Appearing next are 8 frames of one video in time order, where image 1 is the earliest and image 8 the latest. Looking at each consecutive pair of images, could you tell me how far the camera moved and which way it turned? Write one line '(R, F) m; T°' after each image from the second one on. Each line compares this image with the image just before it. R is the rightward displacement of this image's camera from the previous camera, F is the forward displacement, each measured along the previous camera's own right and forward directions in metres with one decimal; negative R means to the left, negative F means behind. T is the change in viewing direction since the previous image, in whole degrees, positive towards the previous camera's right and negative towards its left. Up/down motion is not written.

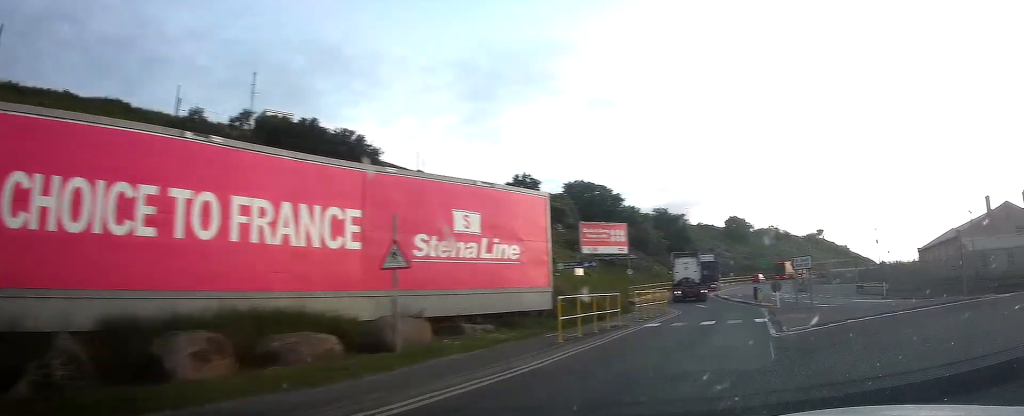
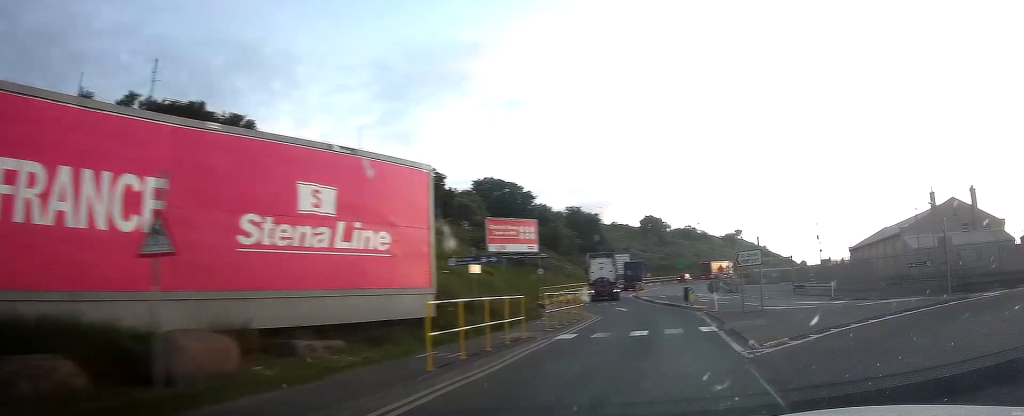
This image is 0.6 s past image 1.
(+0.4, +5.2) m; +6°
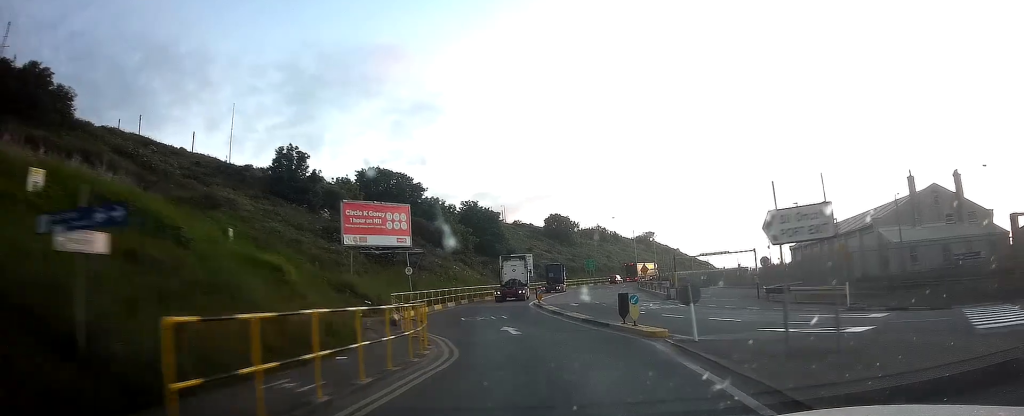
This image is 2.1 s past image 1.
(+1.7, +14.3) m; +12°
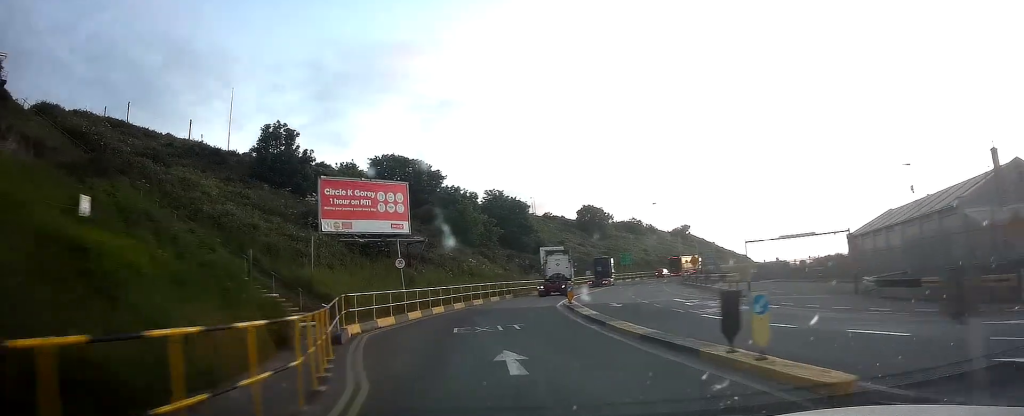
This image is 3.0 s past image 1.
(+0.4, +9.4) m; -2°
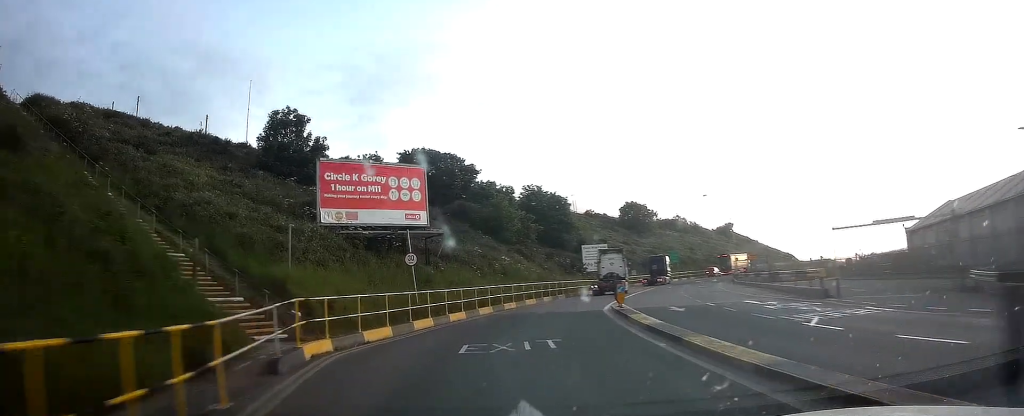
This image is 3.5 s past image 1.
(-0.5, +5.9) m; -2°
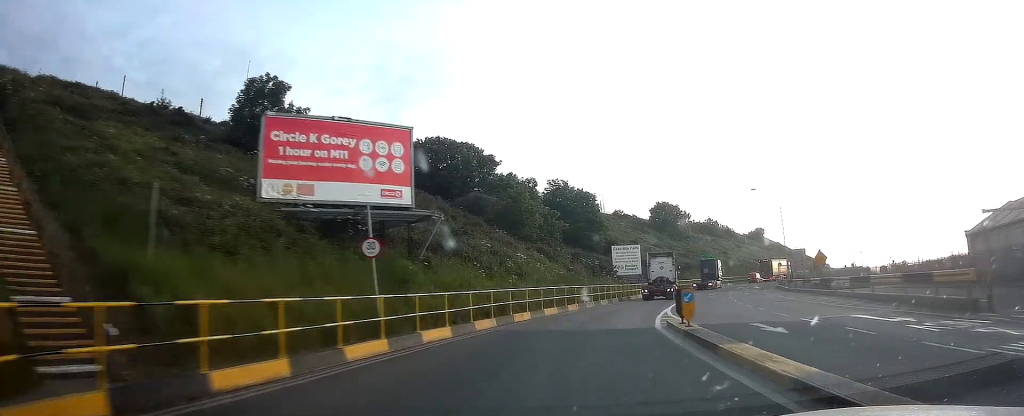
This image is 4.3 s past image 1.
(-0.3, +8.6) m; -1°
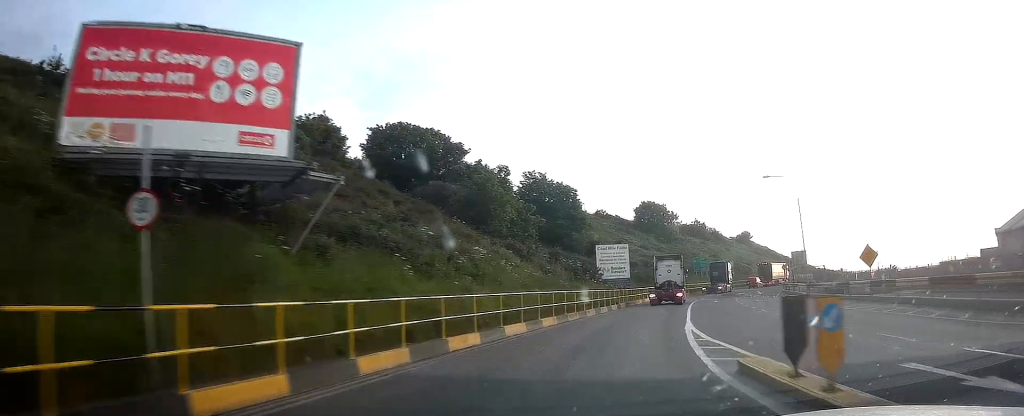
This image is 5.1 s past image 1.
(0.0, +9.6) m; +3°
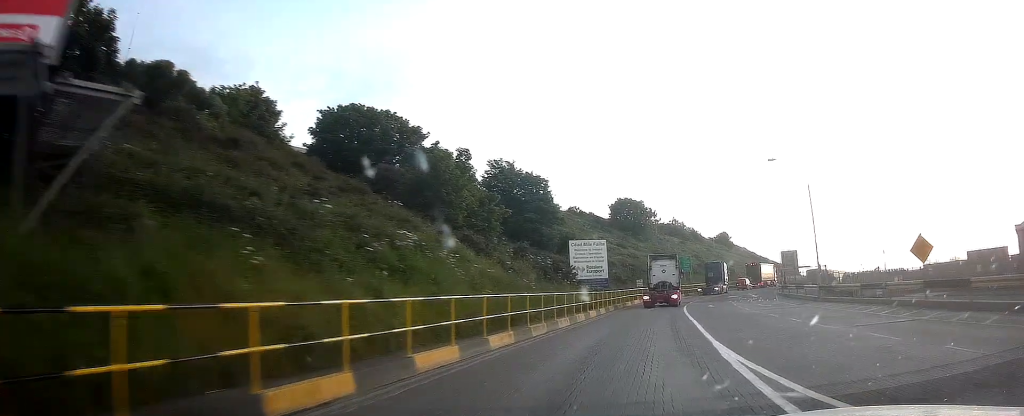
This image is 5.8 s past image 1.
(+0.5, +7.7) m; +2°
